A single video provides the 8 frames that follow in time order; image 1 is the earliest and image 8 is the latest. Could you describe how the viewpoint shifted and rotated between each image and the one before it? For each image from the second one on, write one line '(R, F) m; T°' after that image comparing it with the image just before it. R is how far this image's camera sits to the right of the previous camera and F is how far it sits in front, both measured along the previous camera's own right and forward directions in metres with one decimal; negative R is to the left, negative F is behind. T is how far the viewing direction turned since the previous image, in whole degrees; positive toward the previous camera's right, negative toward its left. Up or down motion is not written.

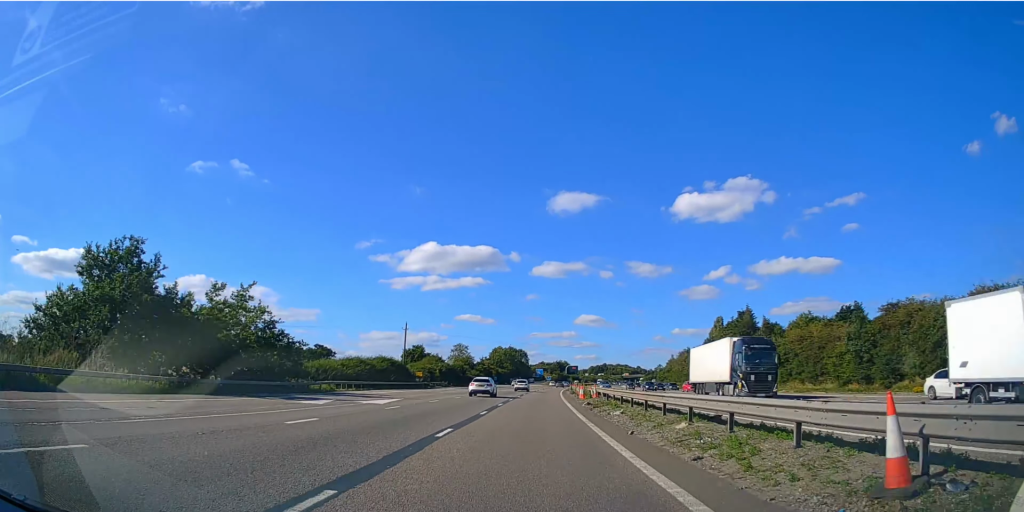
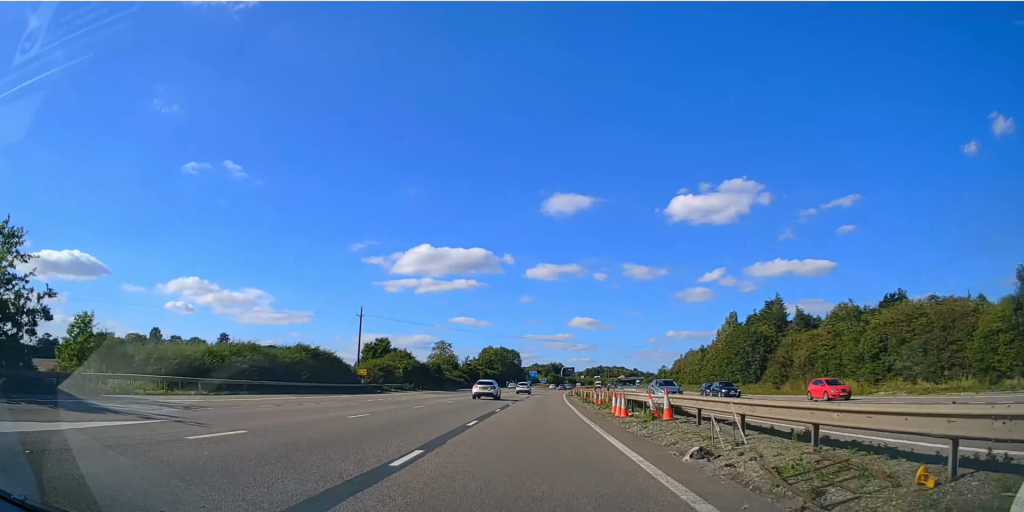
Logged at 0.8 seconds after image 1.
(+0.2, +24.5) m; +1°
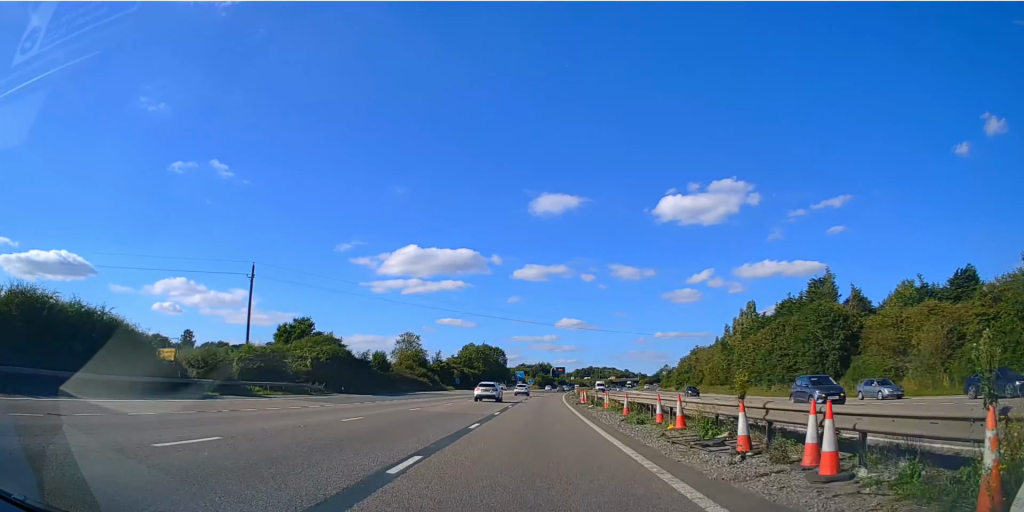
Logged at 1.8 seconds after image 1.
(+0.4, +28.5) m; +1°
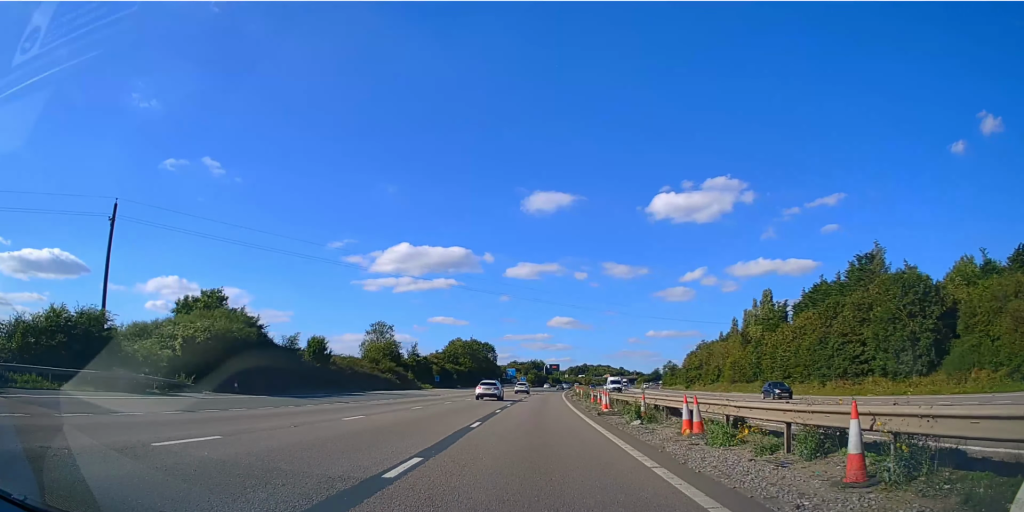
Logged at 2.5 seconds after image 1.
(0.0, +19.0) m; +1°
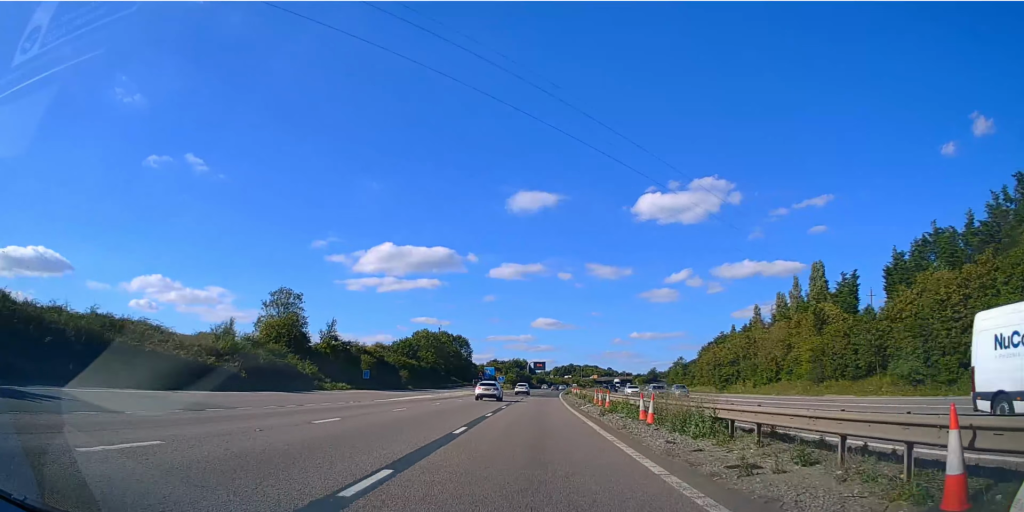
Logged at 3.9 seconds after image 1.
(+0.7, +39.5) m; +2°
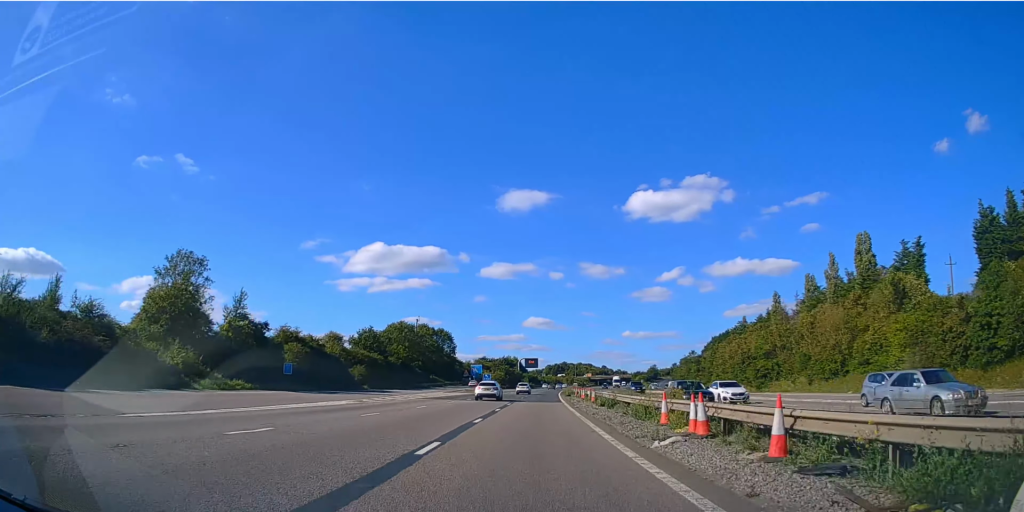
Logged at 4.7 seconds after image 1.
(+0.2, +21.4) m; +1°
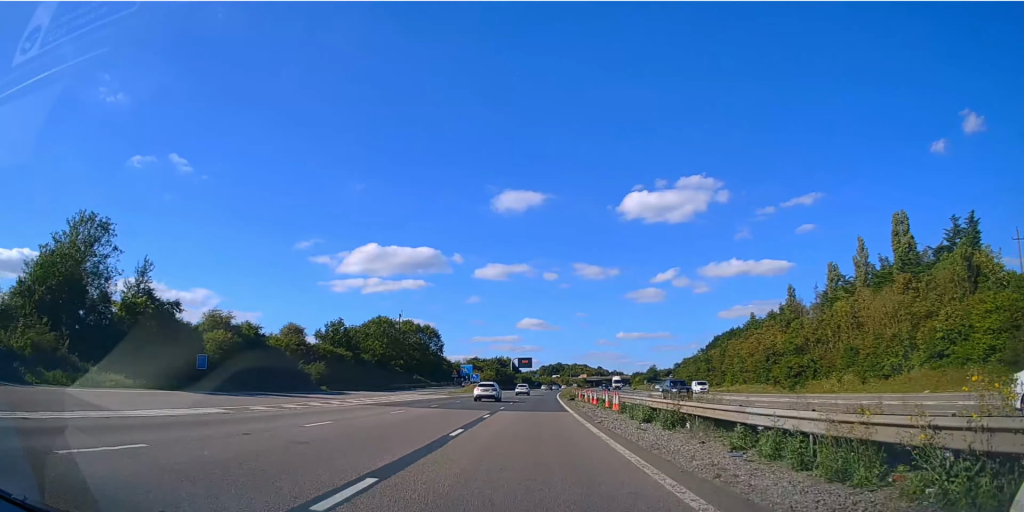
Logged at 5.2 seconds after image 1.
(+0.1, +13.8) m; 0°
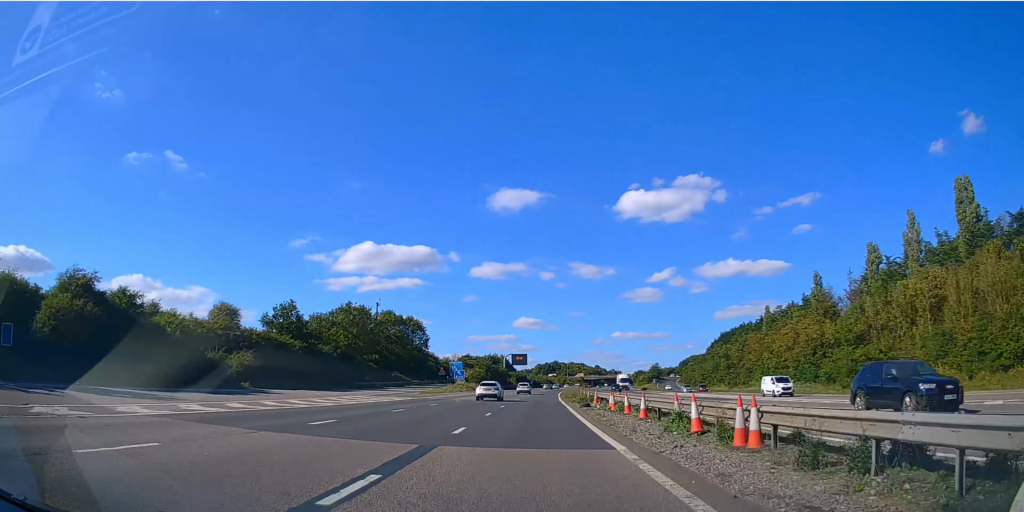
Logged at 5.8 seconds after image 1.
(+0.1, +17.4) m; +1°
